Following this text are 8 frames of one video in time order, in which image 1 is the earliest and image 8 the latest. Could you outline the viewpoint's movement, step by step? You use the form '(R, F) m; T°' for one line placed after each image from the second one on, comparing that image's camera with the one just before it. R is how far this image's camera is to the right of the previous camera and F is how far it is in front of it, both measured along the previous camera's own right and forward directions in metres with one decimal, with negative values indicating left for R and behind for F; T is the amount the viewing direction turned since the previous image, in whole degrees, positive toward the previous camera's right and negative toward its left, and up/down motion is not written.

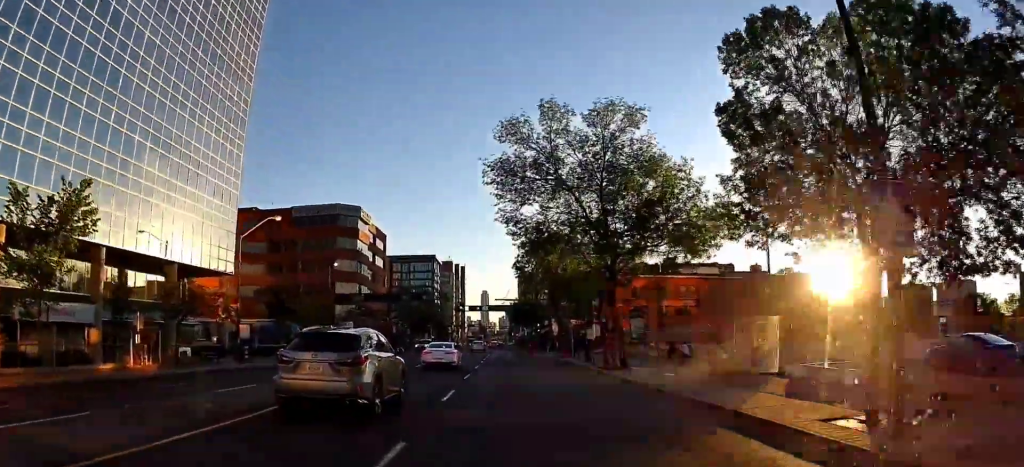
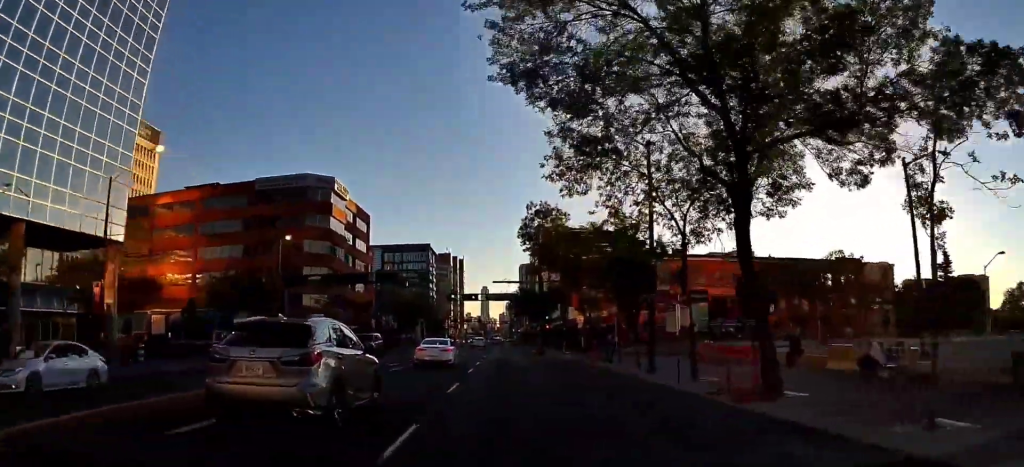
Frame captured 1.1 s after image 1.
(0.0, +17.6) m; 0°
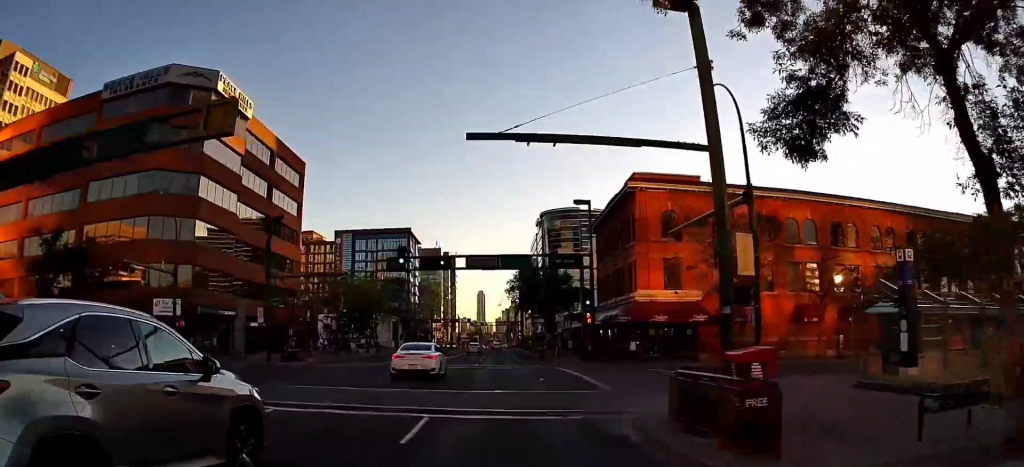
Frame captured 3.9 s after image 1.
(0.0, +45.4) m; 0°
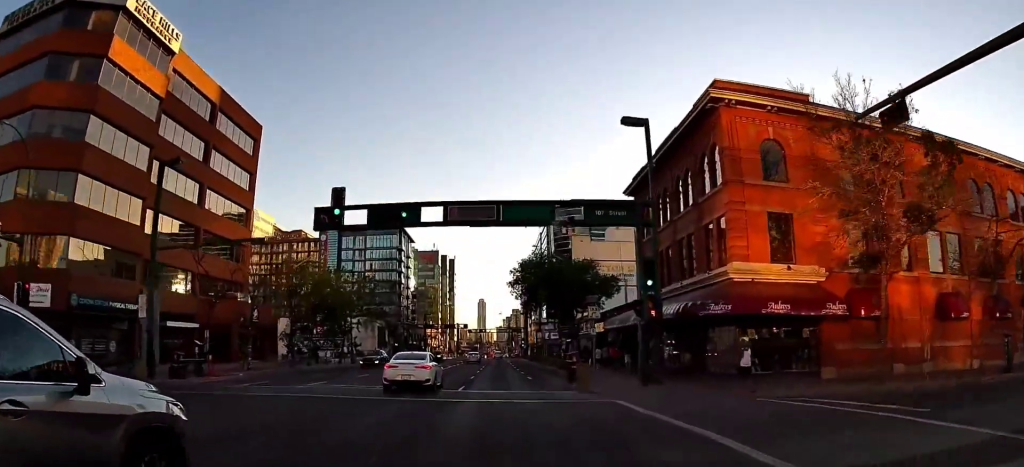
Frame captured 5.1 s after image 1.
(0.0, +15.9) m; 0°
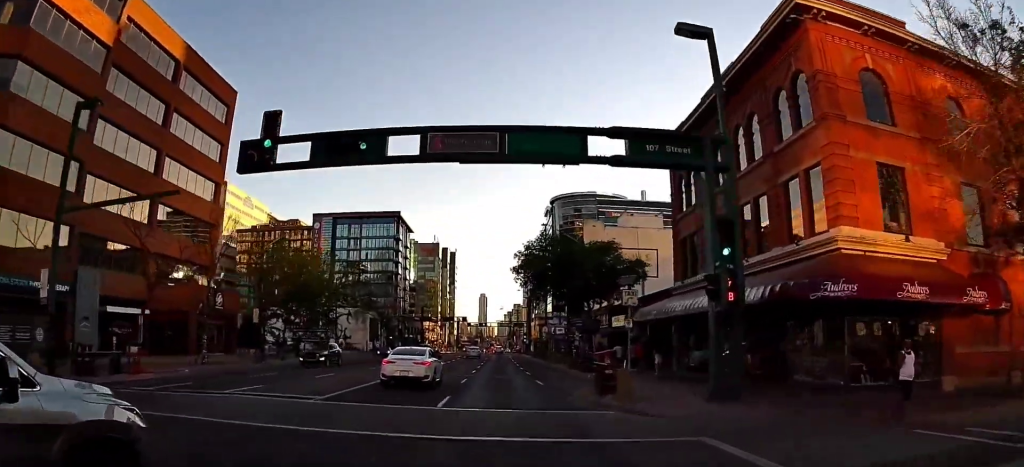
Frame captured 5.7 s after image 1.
(0.0, +3.5) m; 0°
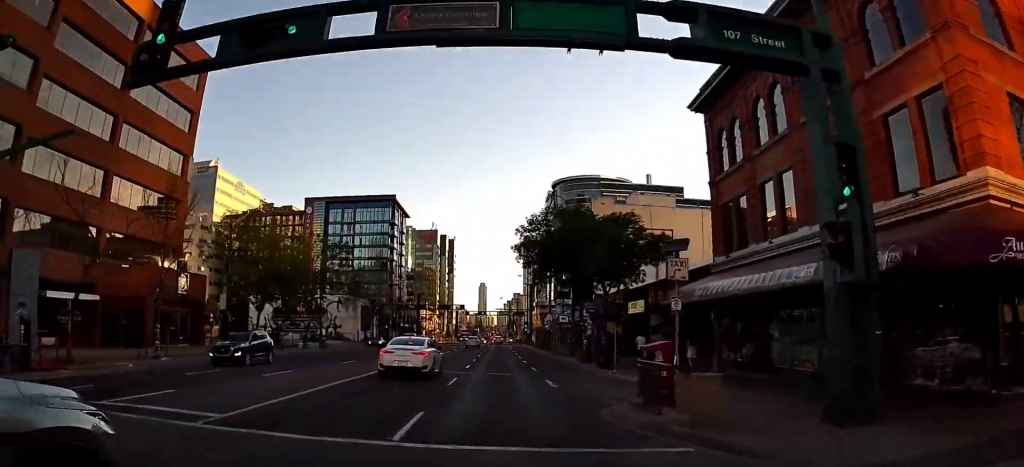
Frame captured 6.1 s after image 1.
(0.0, +4.7) m; 0°
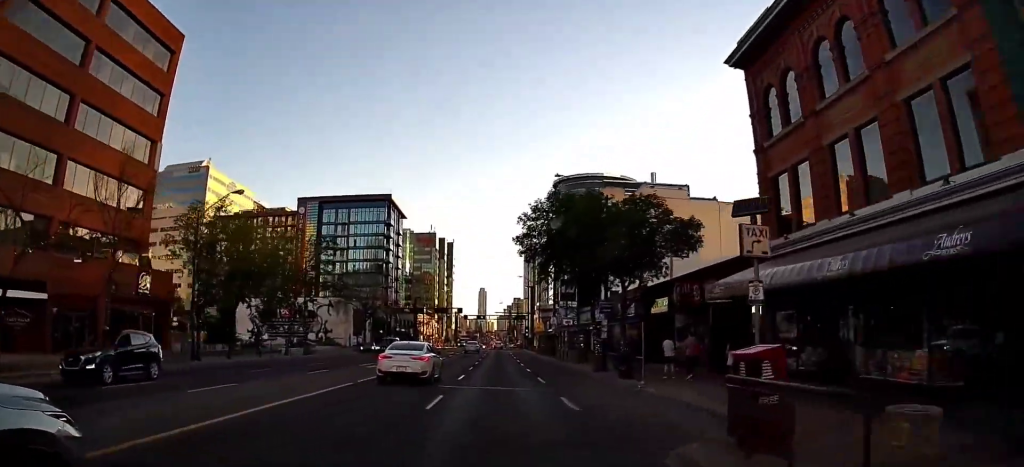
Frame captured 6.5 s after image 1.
(0.0, +6.1) m; 0°
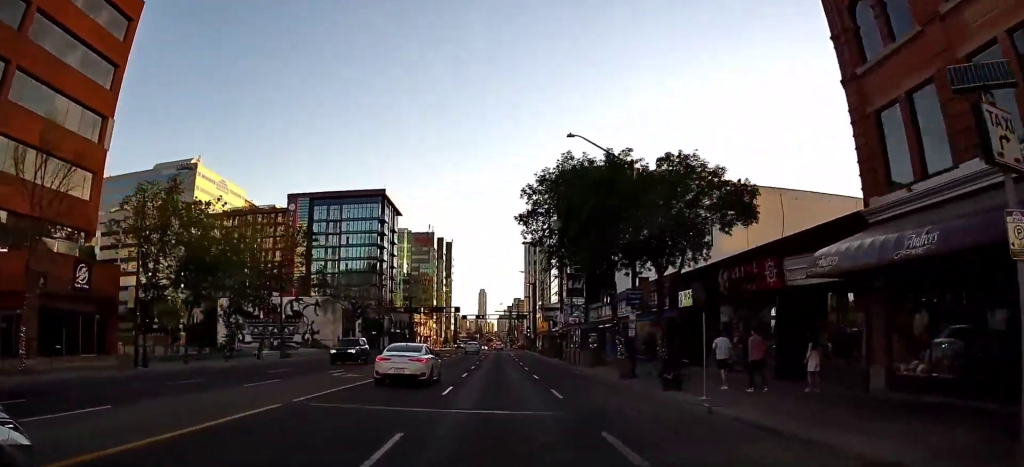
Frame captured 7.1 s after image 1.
(0.0, +8.0) m; 0°
